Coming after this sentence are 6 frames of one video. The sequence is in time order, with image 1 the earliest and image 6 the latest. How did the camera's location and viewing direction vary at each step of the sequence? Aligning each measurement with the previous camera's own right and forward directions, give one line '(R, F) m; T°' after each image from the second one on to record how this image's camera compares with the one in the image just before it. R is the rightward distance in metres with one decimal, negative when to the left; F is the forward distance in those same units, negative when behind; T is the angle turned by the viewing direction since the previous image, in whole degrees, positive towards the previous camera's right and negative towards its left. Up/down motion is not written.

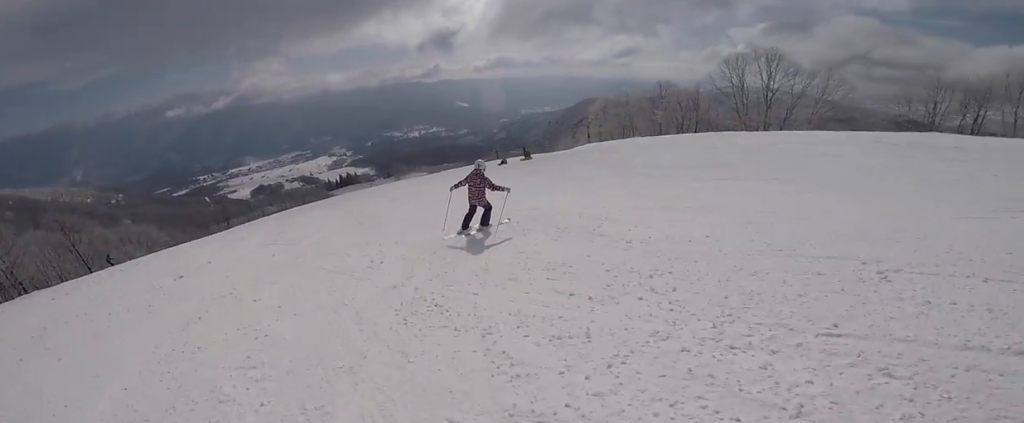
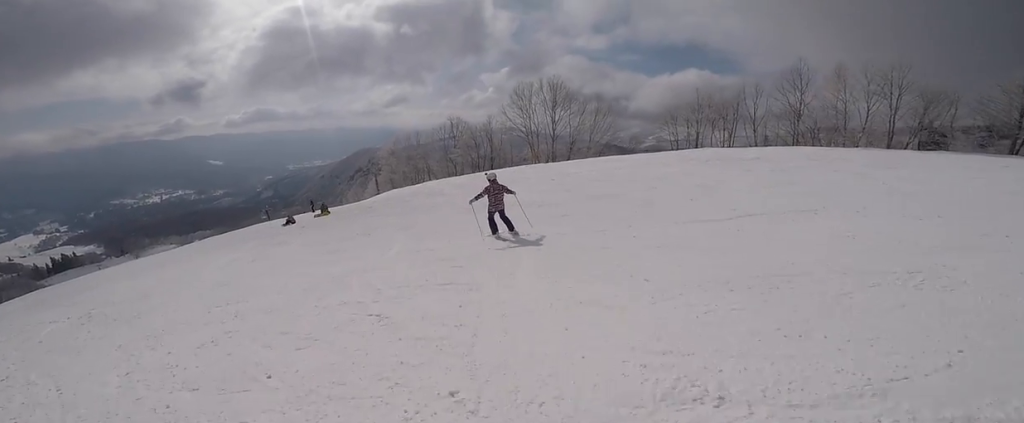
(+2.2, +7.9) m; +15°
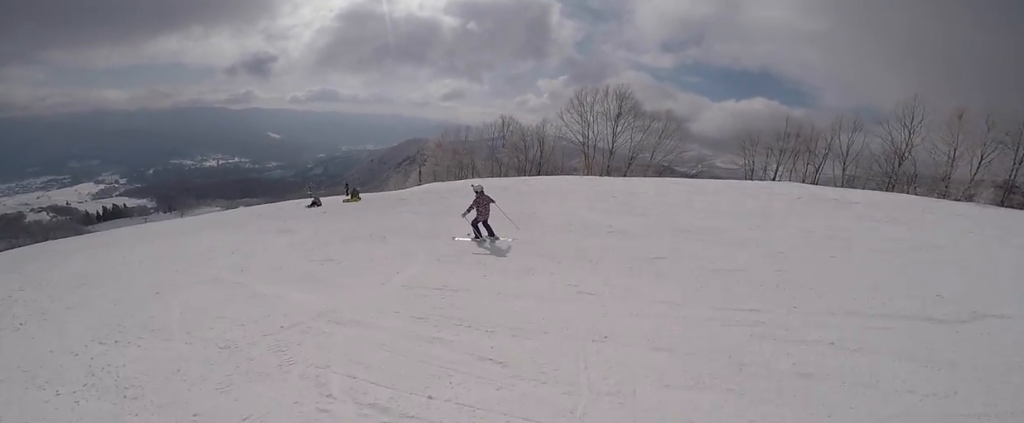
(-0.2, +3.5) m; -8°
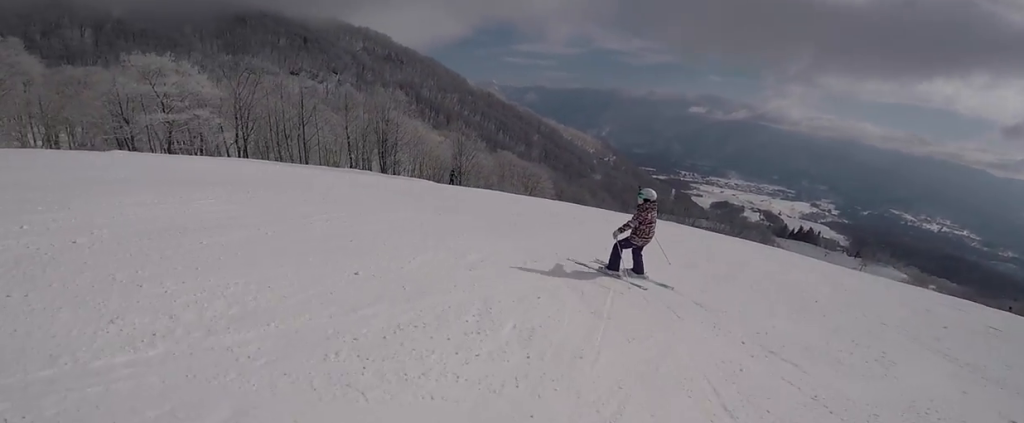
(-5.9, +10.5) m; -72°
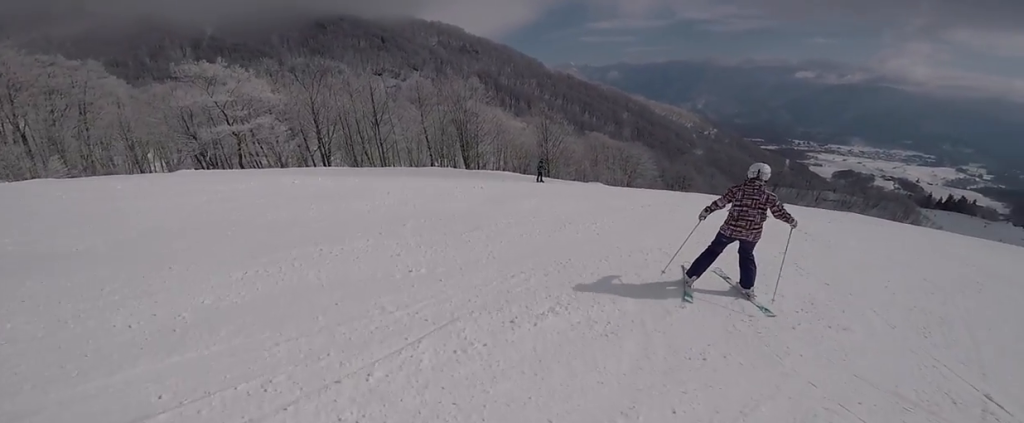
(-0.9, +5.4) m; +19°
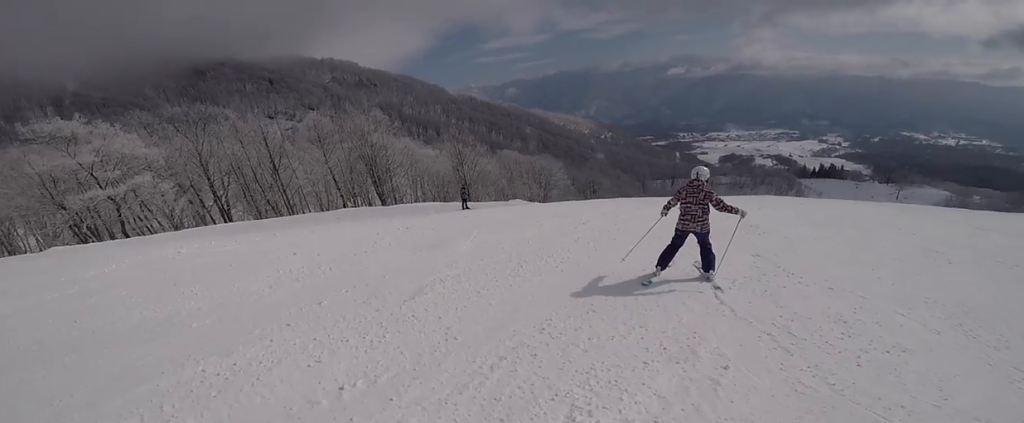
(+0.1, +1.9) m; +20°
